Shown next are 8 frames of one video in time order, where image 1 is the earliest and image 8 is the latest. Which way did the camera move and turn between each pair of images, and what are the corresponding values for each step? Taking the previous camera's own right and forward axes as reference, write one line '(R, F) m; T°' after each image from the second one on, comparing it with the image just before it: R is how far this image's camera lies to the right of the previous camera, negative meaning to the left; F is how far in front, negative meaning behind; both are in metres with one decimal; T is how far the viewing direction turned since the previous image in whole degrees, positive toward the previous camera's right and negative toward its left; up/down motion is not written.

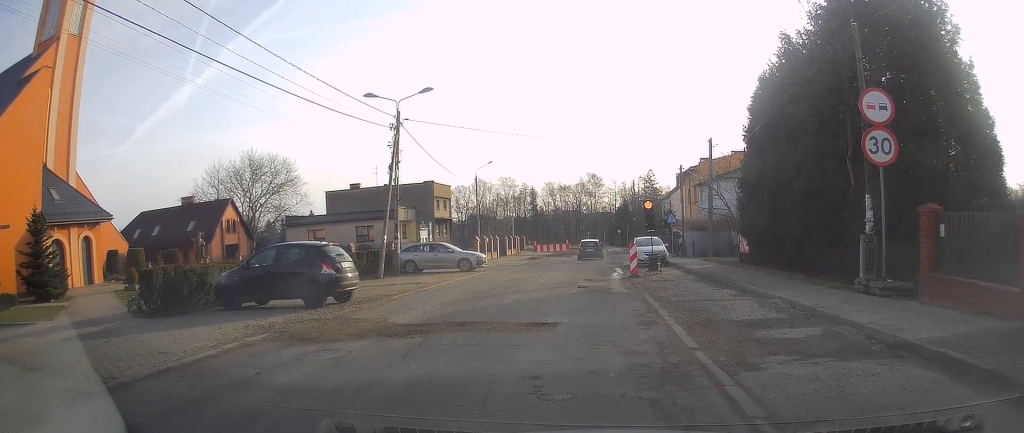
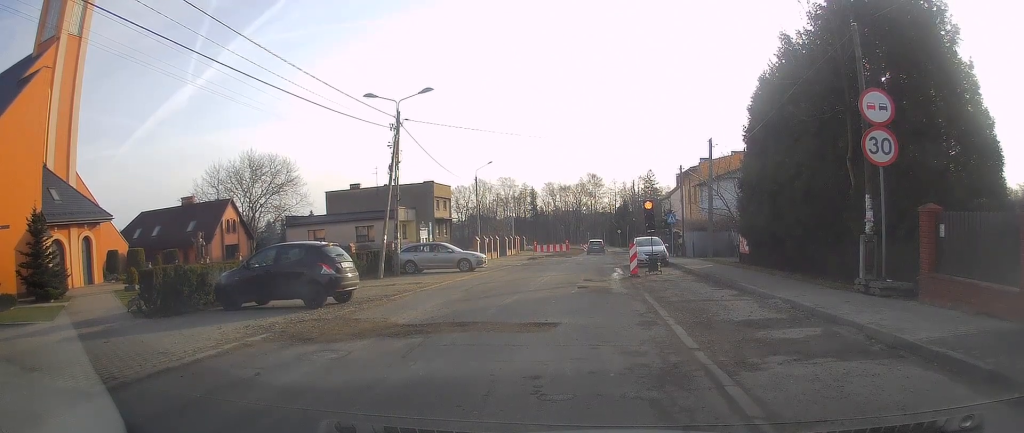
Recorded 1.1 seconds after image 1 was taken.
(0.0, 0.0) m; 0°
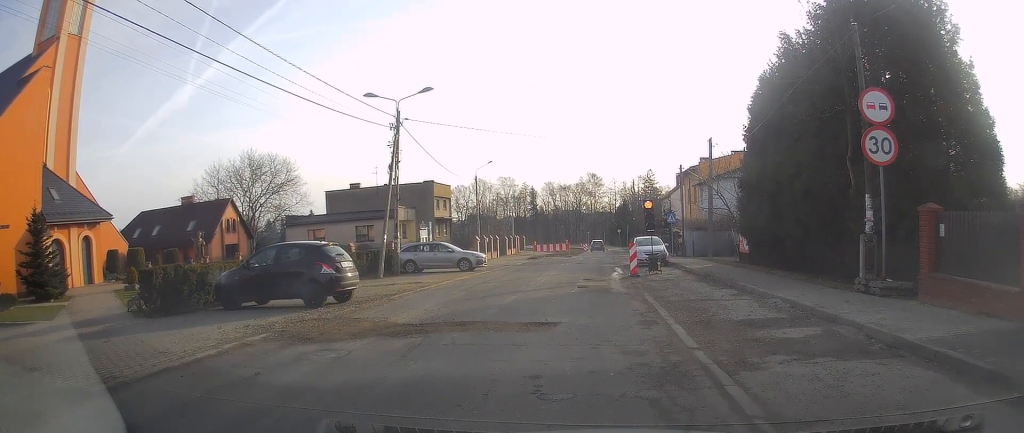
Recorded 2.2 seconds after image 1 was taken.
(0.0, 0.0) m; 0°
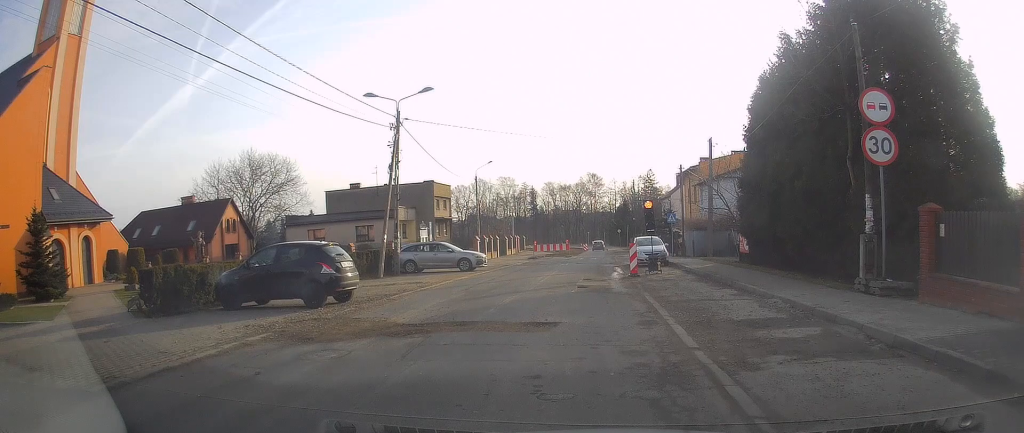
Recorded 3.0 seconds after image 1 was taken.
(0.0, 0.0) m; 0°
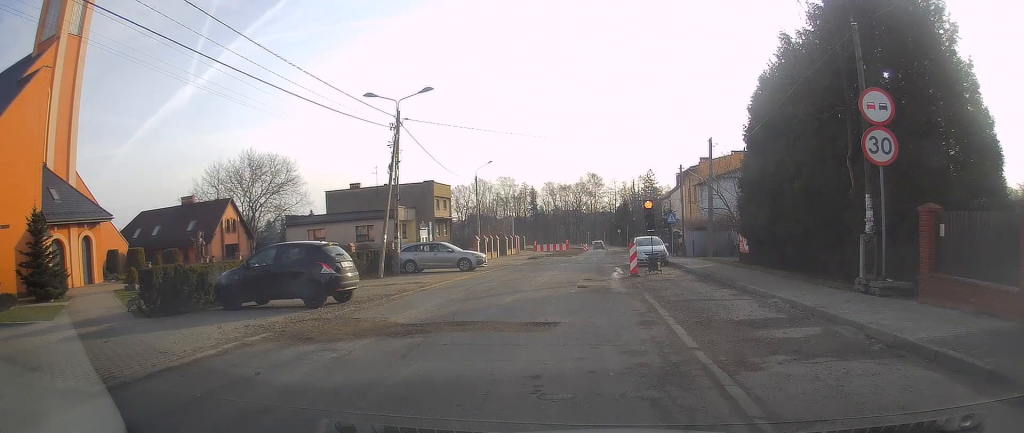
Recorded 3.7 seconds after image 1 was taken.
(0.0, 0.0) m; 0°
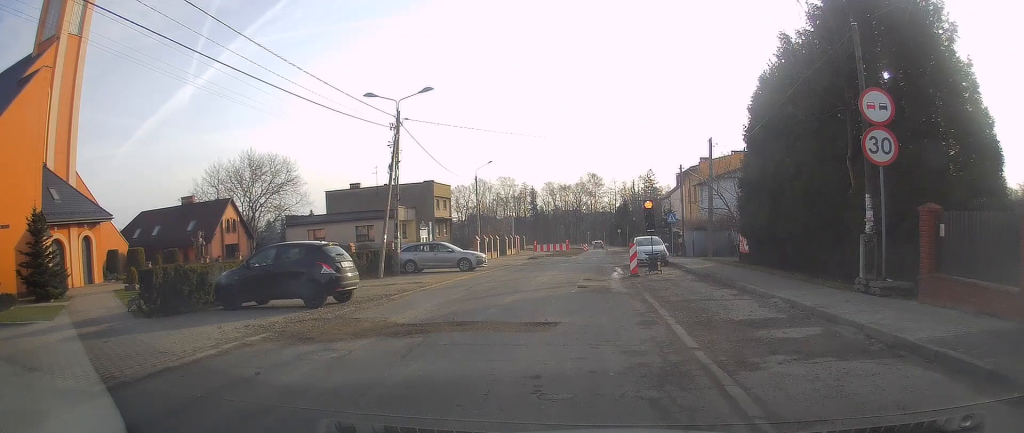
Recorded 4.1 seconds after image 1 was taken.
(0.0, 0.0) m; 0°
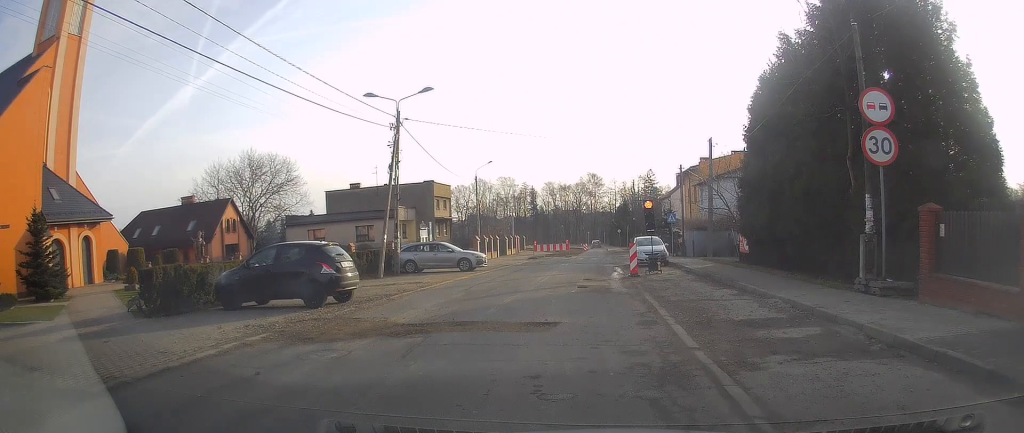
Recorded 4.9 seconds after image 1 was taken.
(0.0, 0.0) m; 0°
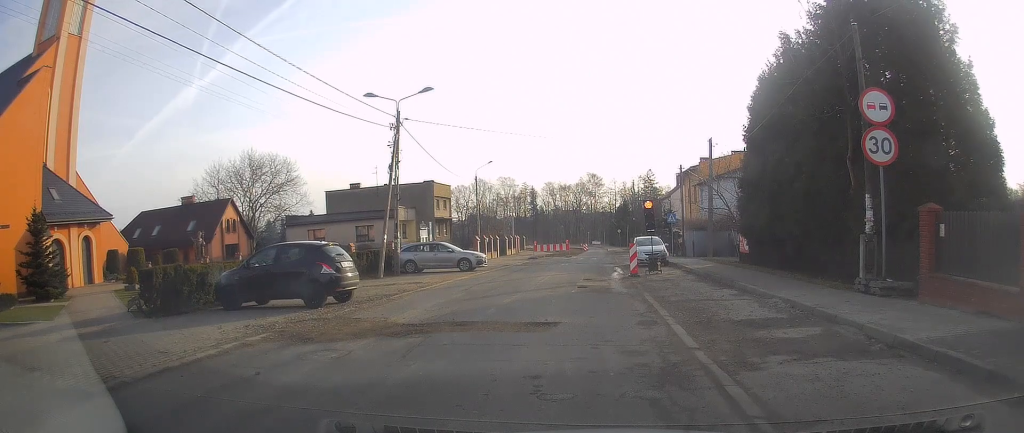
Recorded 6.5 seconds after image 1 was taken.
(0.0, 0.0) m; 0°
